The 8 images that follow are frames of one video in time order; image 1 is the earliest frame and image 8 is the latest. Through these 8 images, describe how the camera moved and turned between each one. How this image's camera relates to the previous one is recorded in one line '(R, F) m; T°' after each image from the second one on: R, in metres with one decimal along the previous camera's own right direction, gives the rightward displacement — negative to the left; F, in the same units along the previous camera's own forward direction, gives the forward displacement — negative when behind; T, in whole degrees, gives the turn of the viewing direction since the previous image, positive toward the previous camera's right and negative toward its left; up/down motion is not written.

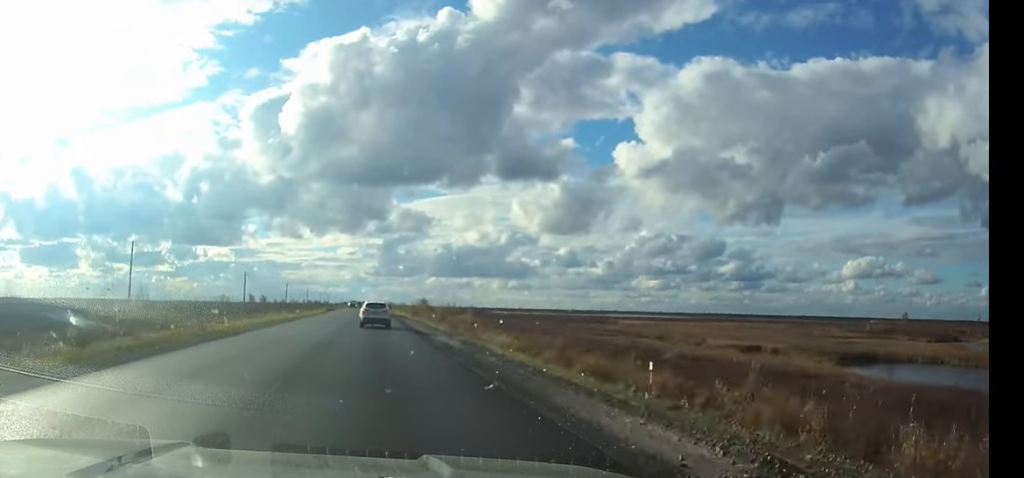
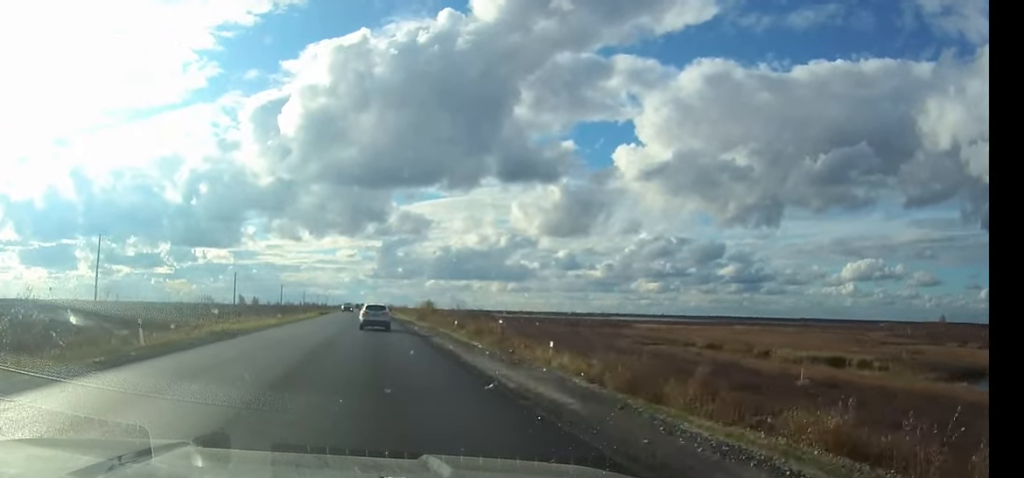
(0.0, +13.9) m; 0°
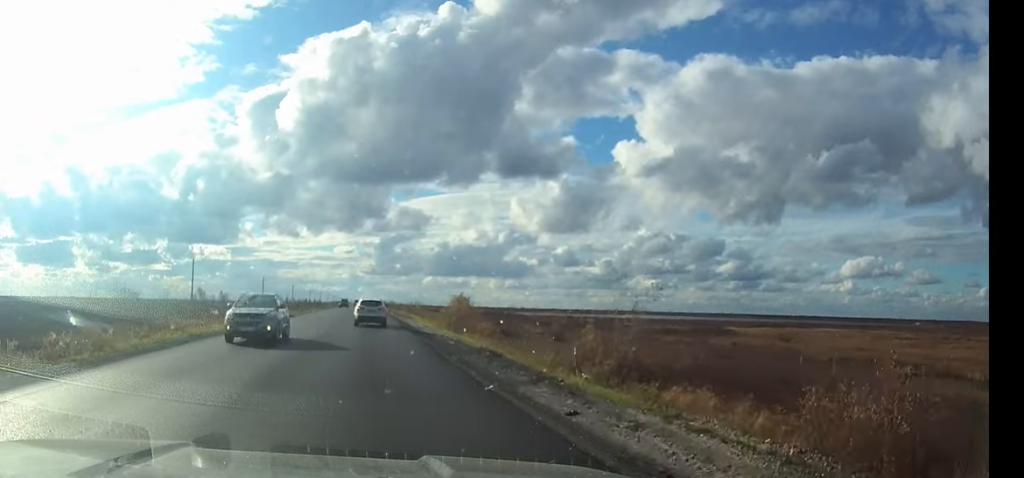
(+0.1, +41.6) m; 0°
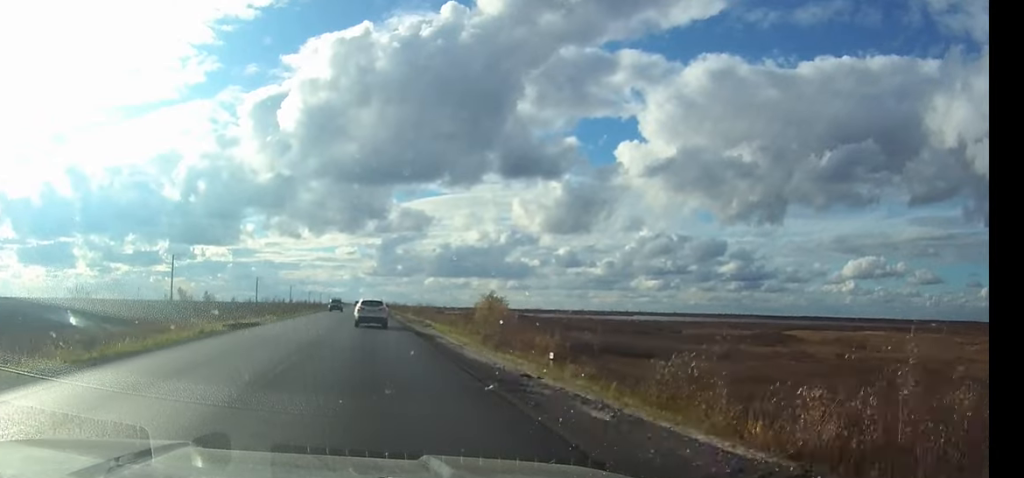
(0.0, +17.3) m; 0°
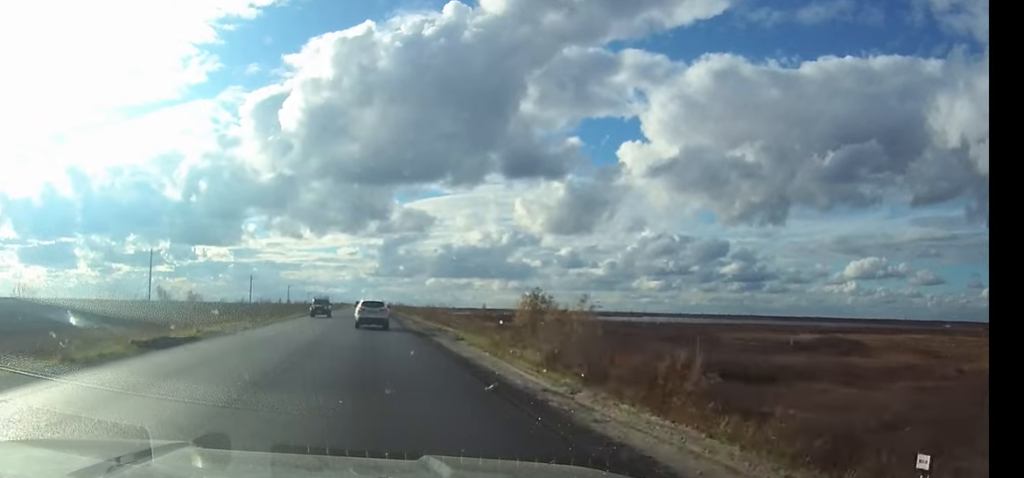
(0.0, +15.0) m; 0°
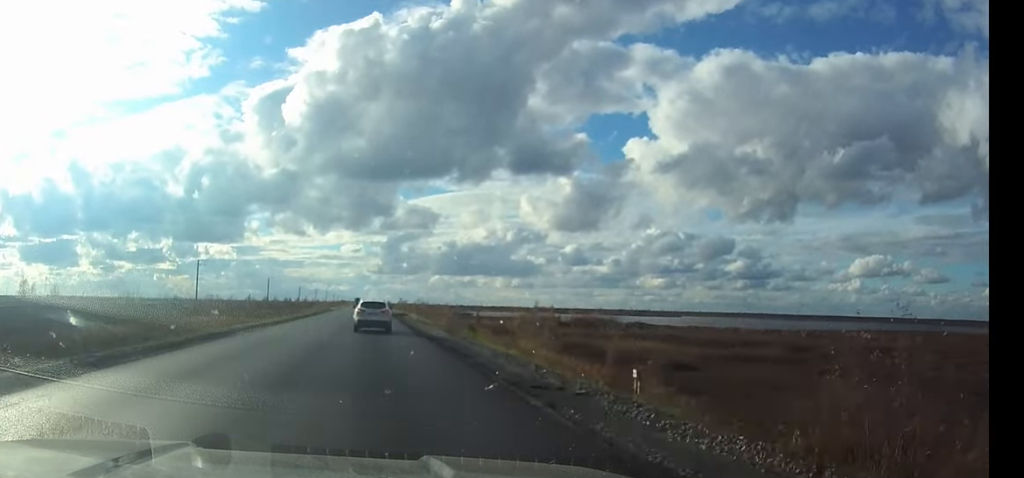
(-0.3, +68.0) m; 0°
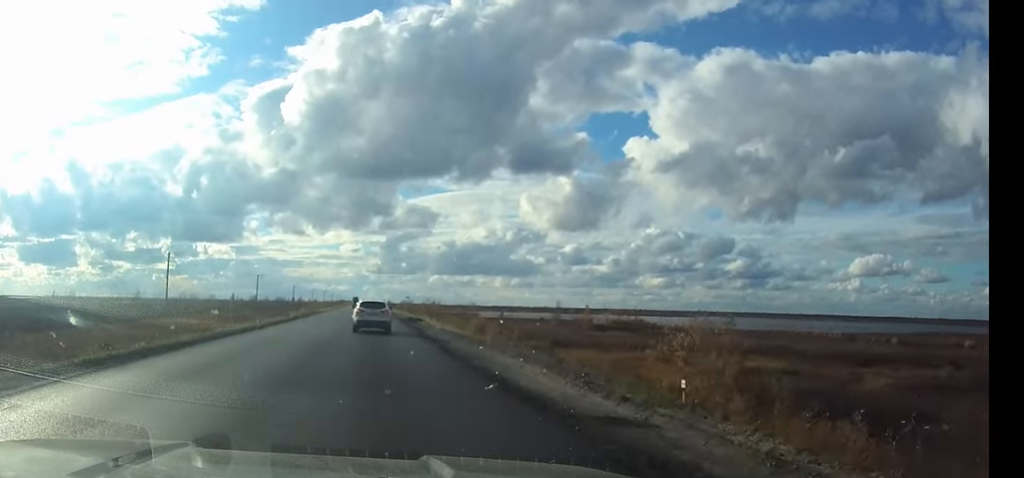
(+0.1, +21.9) m; 0°
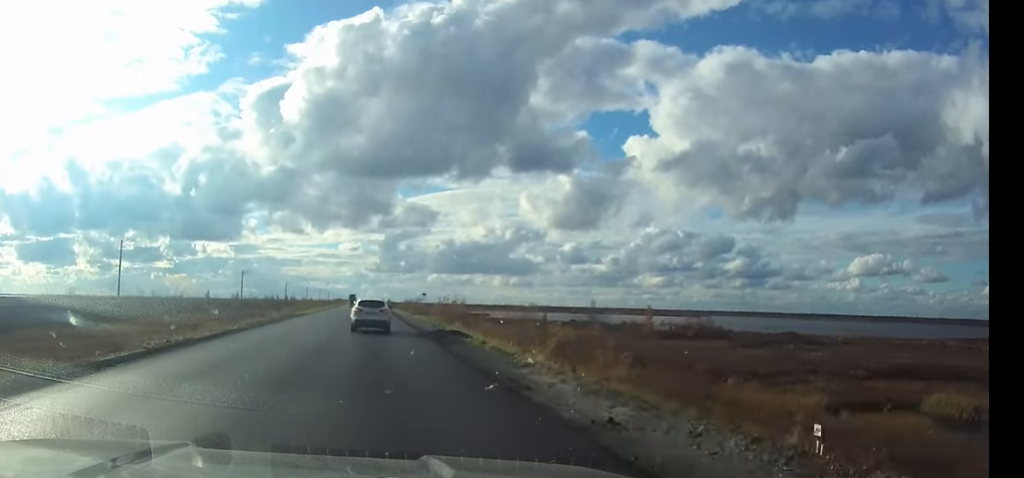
(0.0, +23.7) m; 0°
